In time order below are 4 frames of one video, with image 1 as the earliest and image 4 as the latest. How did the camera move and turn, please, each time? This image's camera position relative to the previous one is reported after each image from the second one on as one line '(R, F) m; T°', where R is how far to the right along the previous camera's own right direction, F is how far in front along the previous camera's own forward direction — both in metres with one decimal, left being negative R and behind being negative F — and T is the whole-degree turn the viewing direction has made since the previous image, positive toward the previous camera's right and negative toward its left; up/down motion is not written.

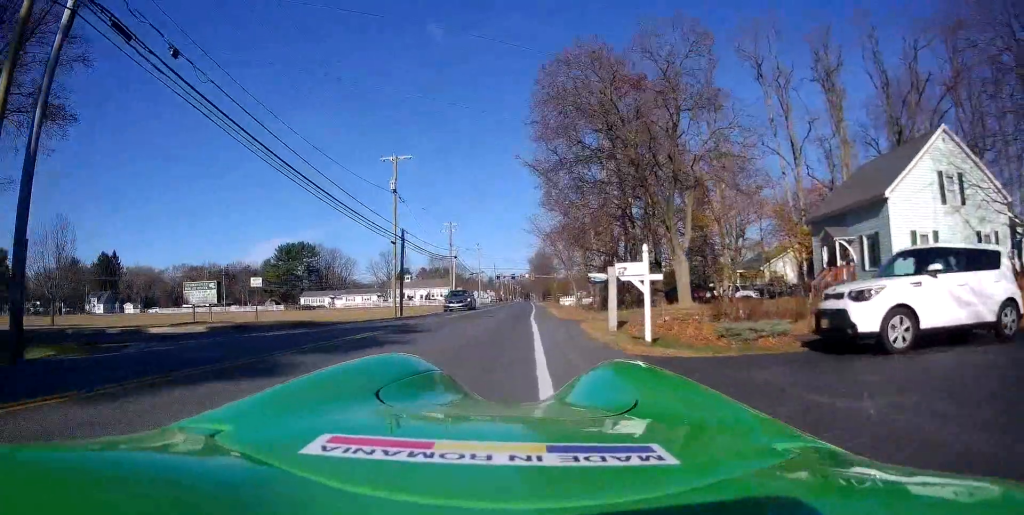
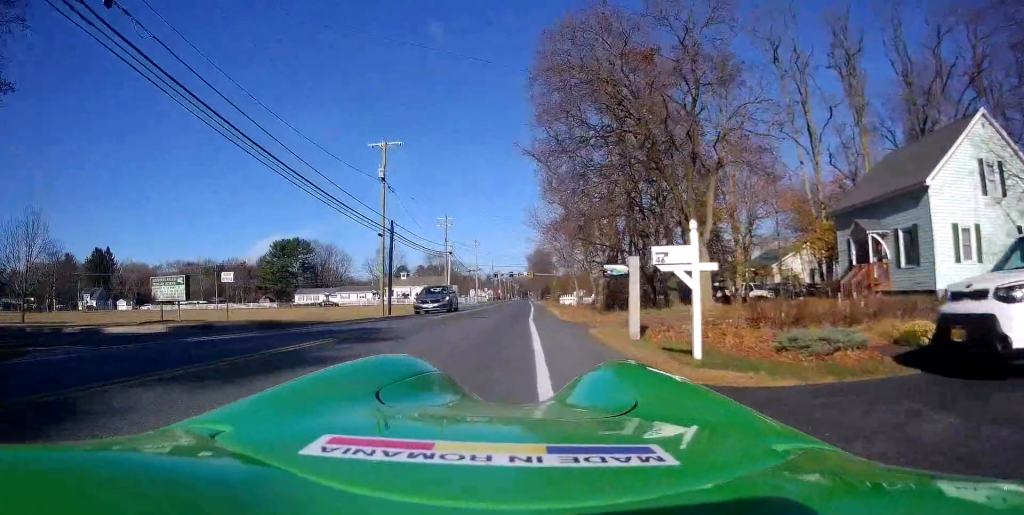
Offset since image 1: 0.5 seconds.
(+0.1, +3.3) m; +1°
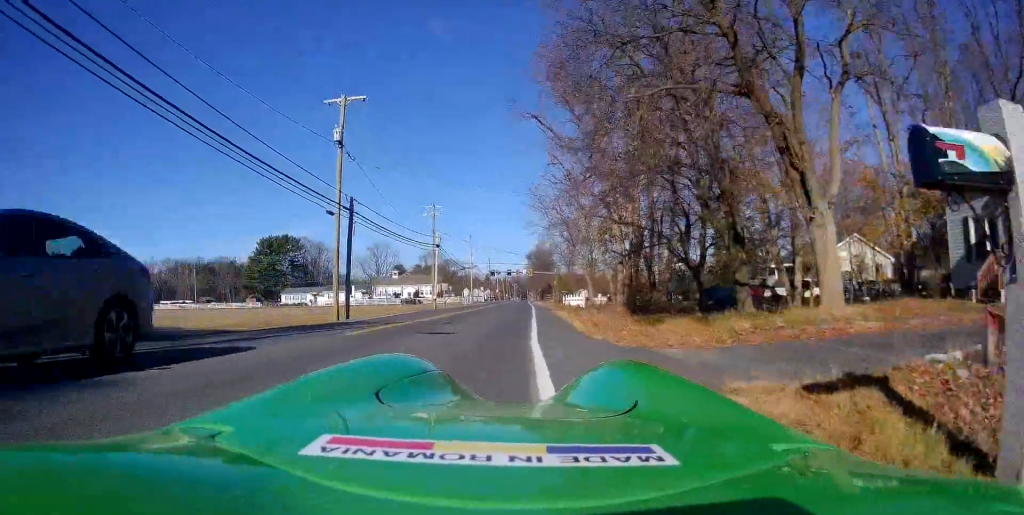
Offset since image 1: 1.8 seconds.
(+0.4, +9.2) m; +4°
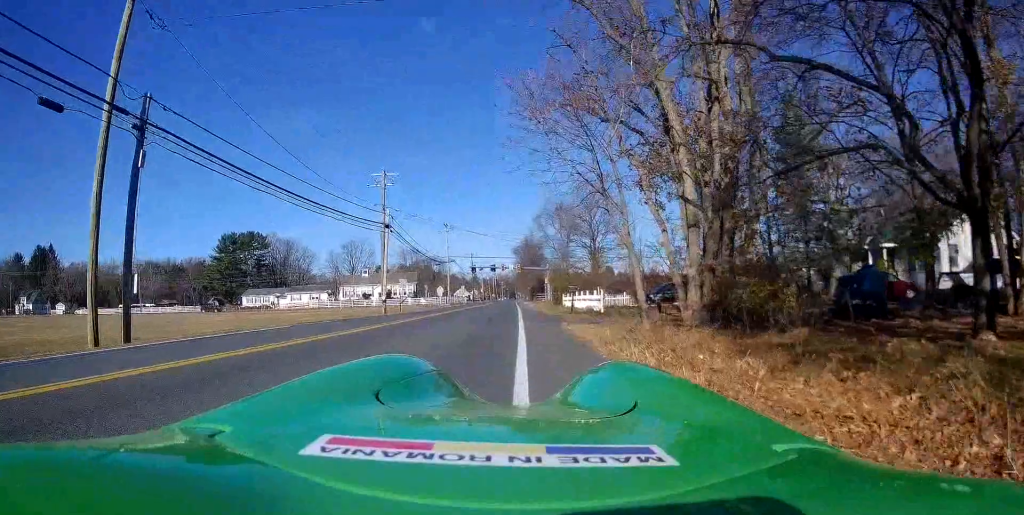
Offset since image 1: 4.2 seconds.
(+1.1, +17.3) m; +5°
